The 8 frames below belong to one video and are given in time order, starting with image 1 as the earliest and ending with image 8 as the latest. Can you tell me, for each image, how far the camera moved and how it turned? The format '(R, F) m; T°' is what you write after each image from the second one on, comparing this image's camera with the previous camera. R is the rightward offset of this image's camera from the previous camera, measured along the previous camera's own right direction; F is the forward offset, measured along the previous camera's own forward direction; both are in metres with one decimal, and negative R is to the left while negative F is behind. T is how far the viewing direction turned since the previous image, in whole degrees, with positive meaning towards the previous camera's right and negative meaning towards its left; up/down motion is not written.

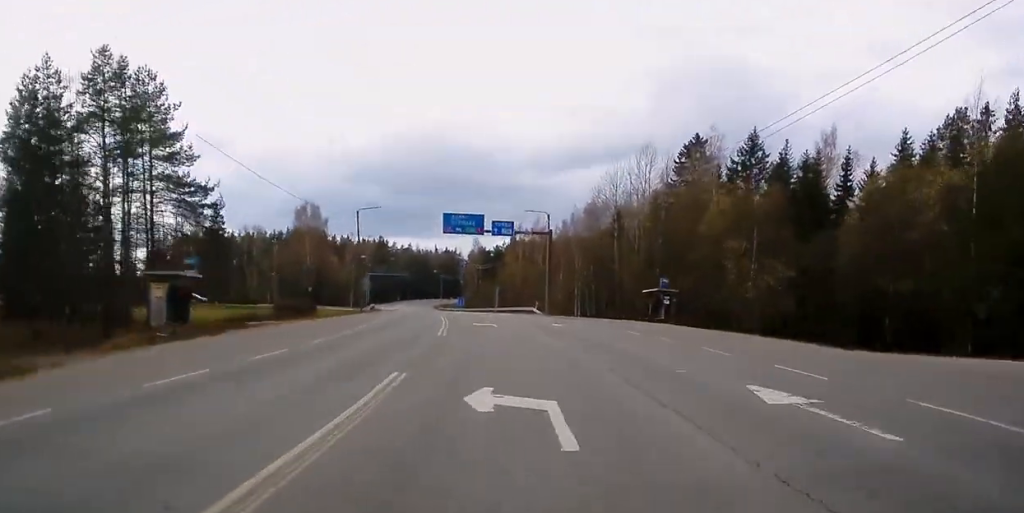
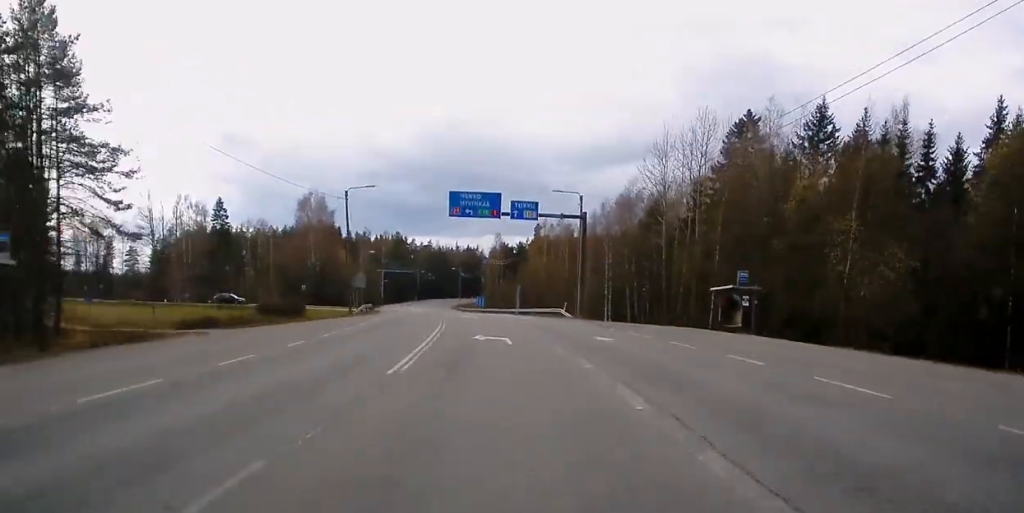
(+0.4, +14.1) m; -2°
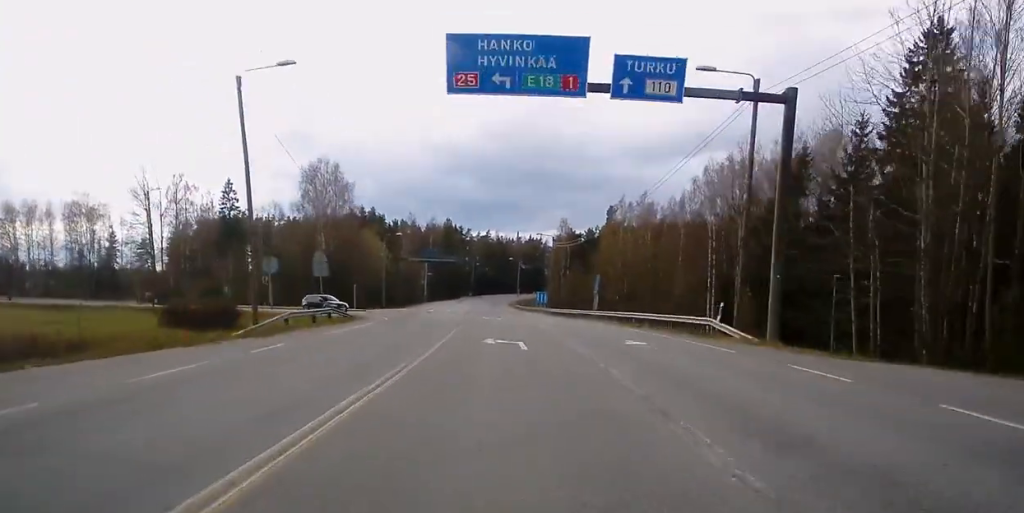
(-2.1, +32.1) m; -5°
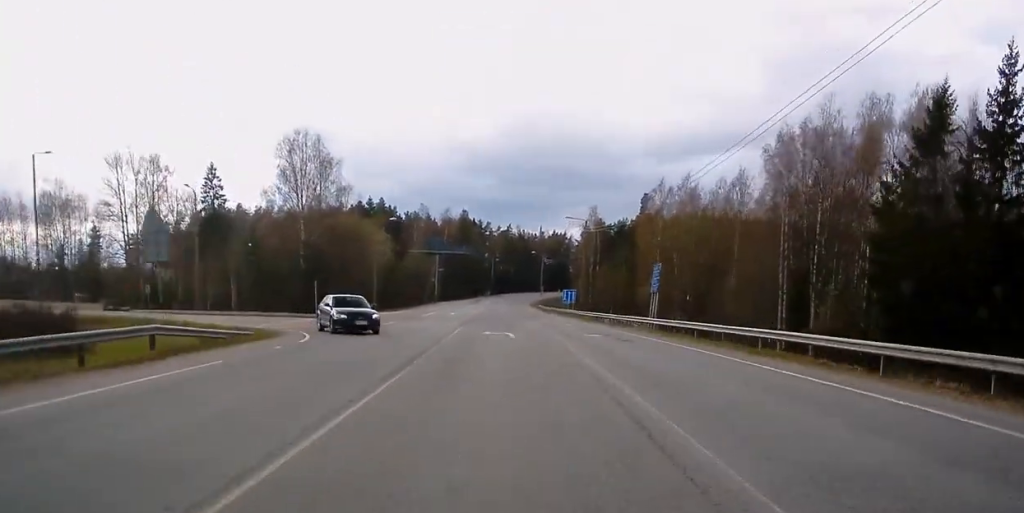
(-0.4, +19.9) m; 0°
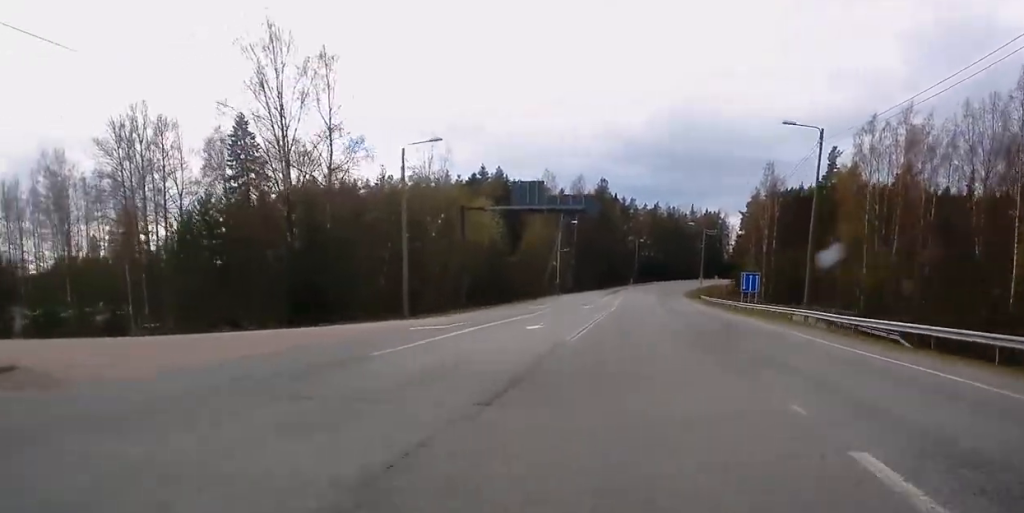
(-2.1, +41.9) m; -22°
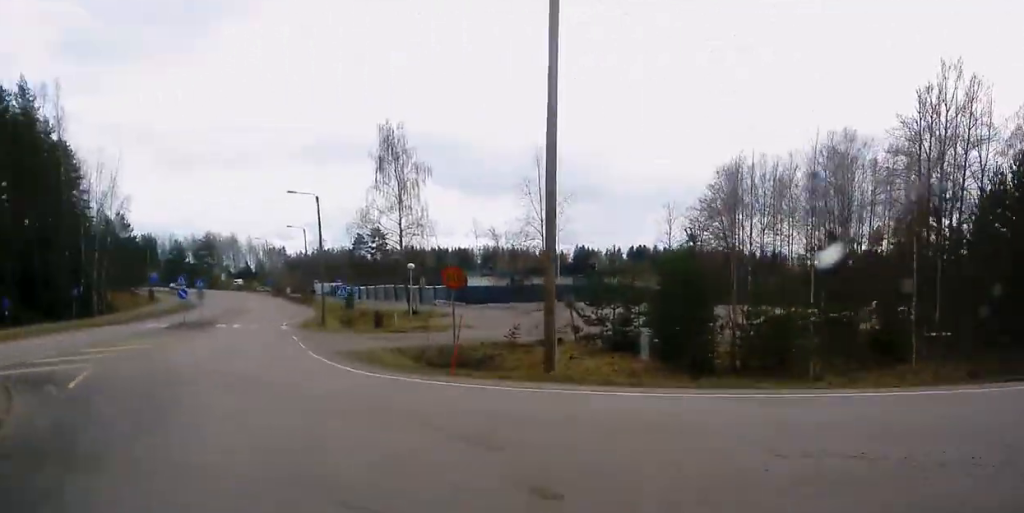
(-8.3, +18.0) m; -45°
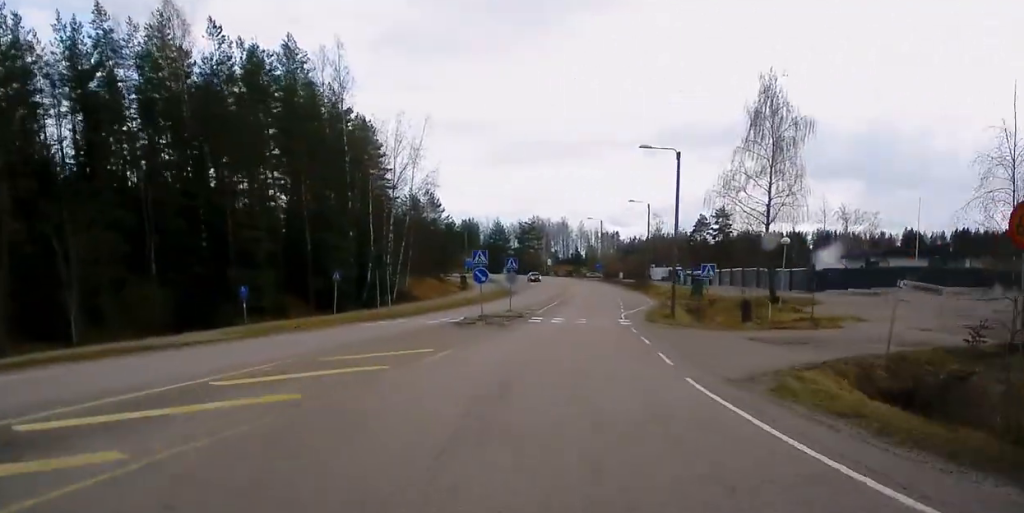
(-4.3, +15.1) m; -17°
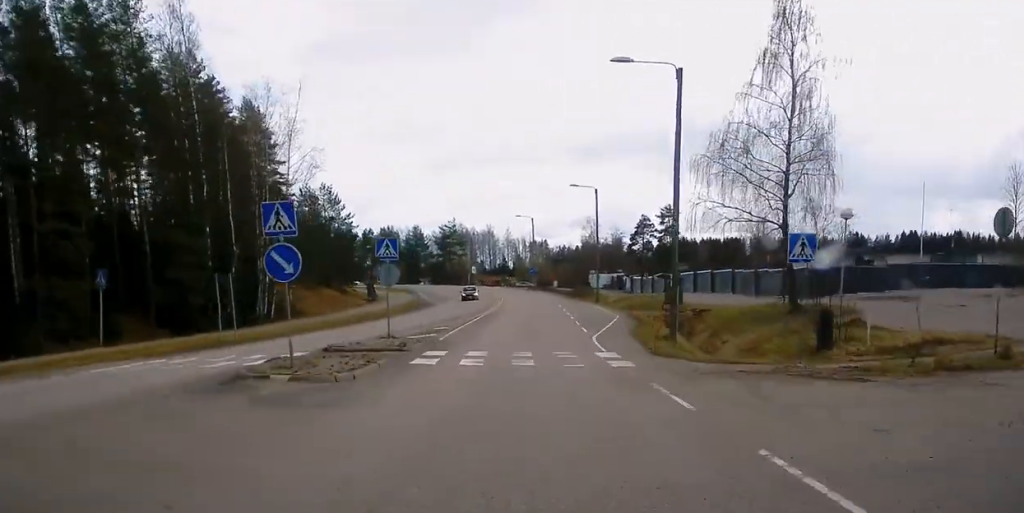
(-0.3, +19.6) m; 0°
